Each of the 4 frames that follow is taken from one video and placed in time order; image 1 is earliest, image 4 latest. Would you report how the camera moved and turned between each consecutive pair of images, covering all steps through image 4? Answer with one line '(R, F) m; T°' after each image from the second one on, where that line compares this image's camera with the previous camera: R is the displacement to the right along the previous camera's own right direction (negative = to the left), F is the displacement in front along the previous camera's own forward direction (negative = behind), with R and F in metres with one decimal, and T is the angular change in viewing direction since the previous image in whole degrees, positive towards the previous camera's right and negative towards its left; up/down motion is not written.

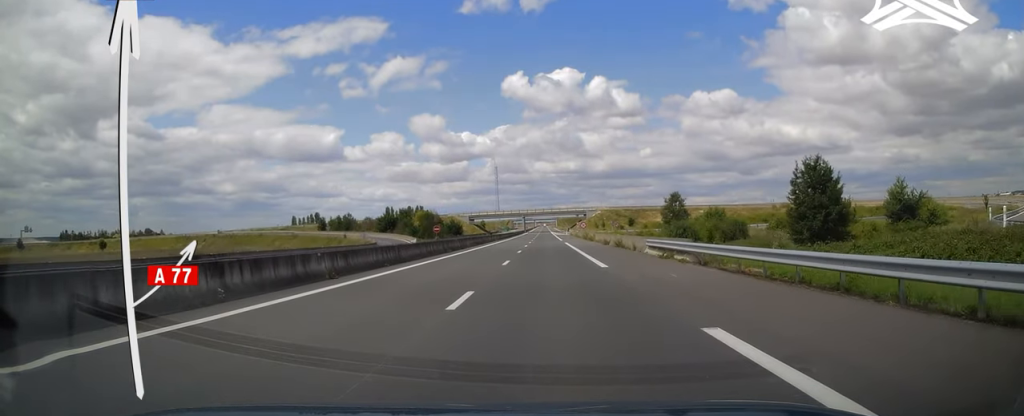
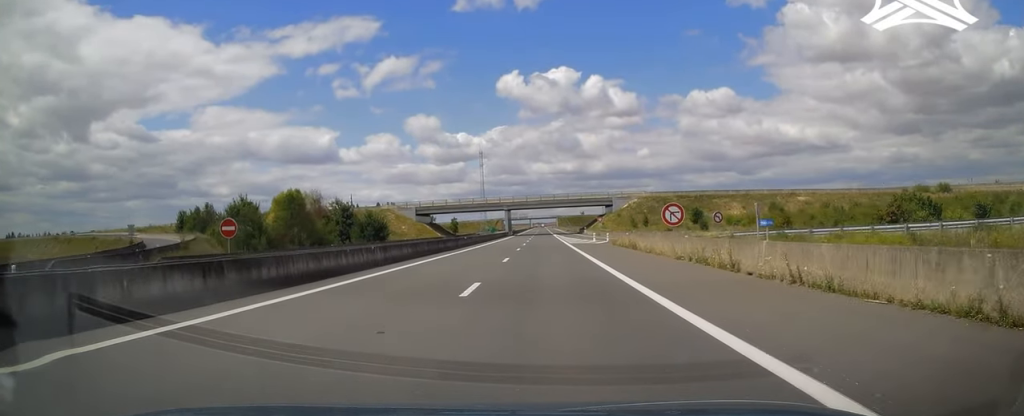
(-0.6, +77.3) m; 0°
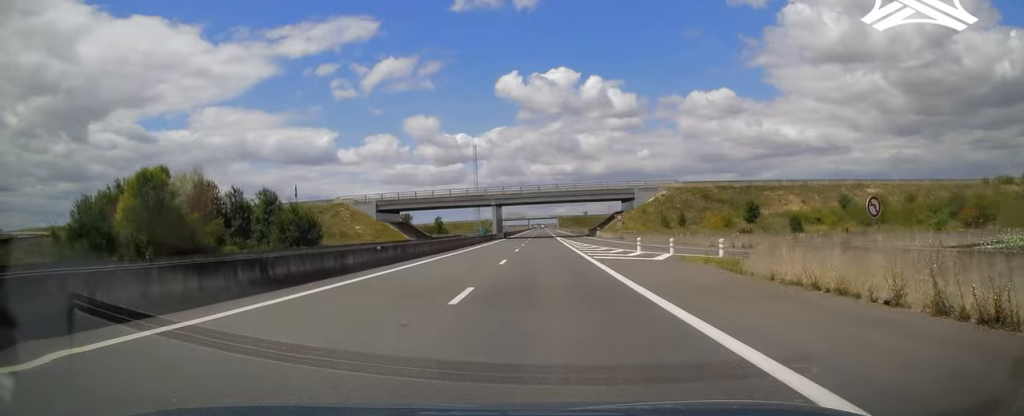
(+0.1, +26.9) m; 0°
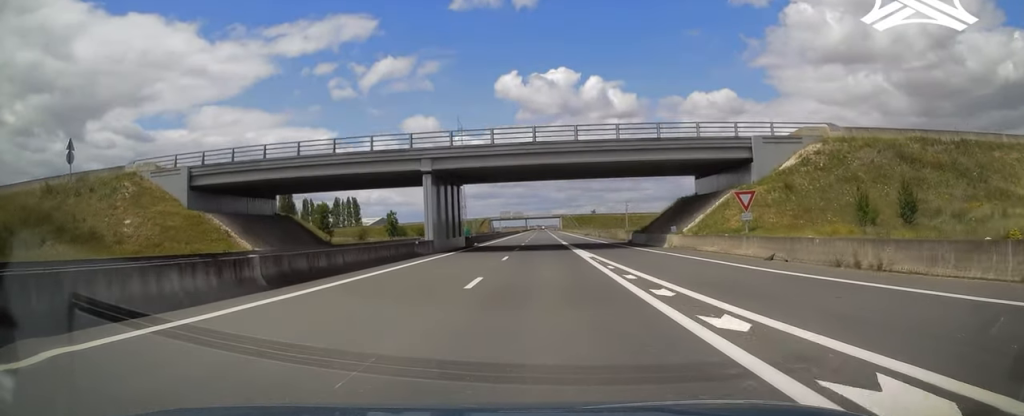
(+0.1, +48.7) m; 0°
